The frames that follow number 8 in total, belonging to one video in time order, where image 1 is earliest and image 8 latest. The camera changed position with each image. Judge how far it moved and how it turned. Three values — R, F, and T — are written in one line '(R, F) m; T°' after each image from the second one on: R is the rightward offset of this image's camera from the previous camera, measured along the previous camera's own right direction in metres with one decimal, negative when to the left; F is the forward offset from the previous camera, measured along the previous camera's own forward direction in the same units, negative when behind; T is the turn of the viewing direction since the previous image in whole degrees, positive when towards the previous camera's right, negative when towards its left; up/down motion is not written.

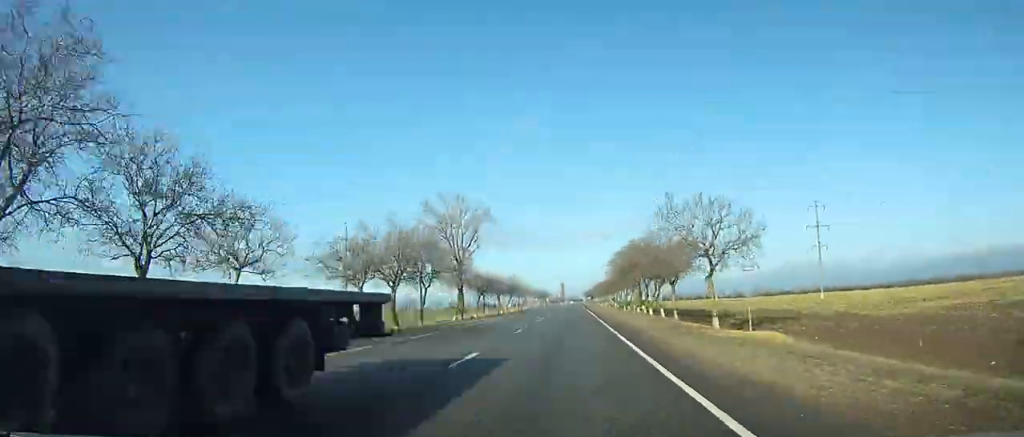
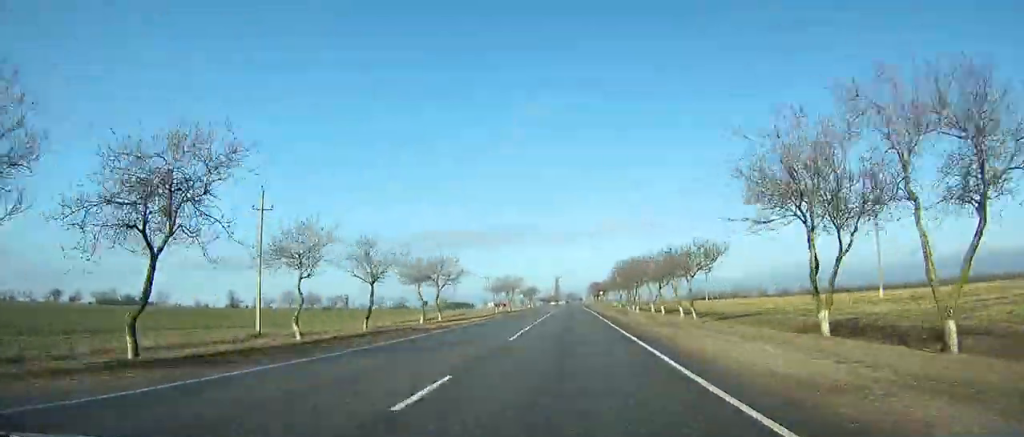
(-1.2, +120.8) m; -3°
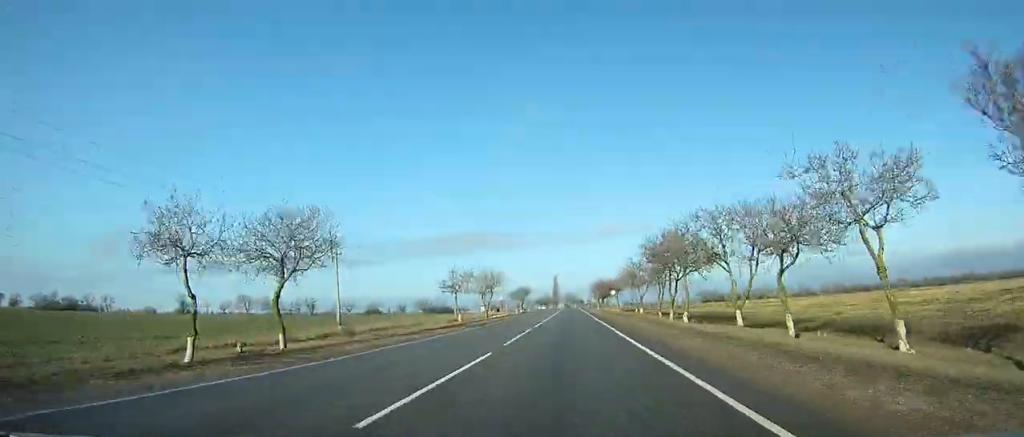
(+0.4, +41.5) m; -3°
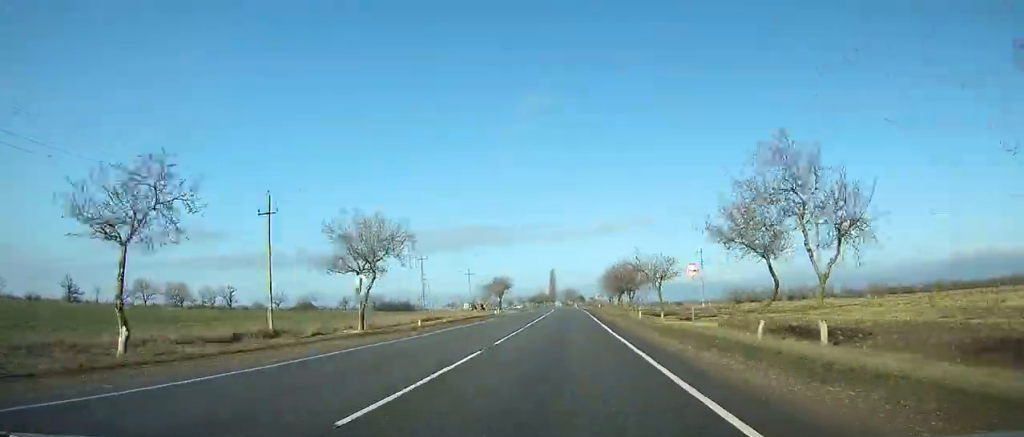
(-3.8, +68.3) m; +3°
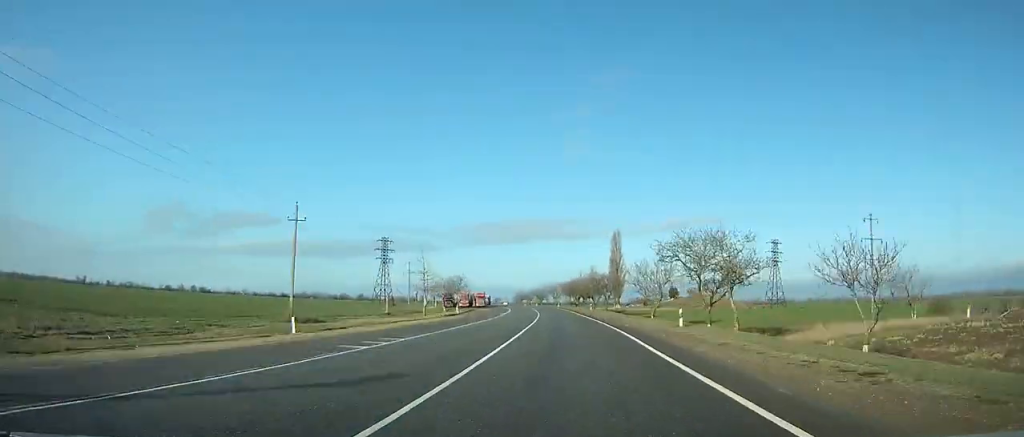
(+12.1, +140.3) m; -2°
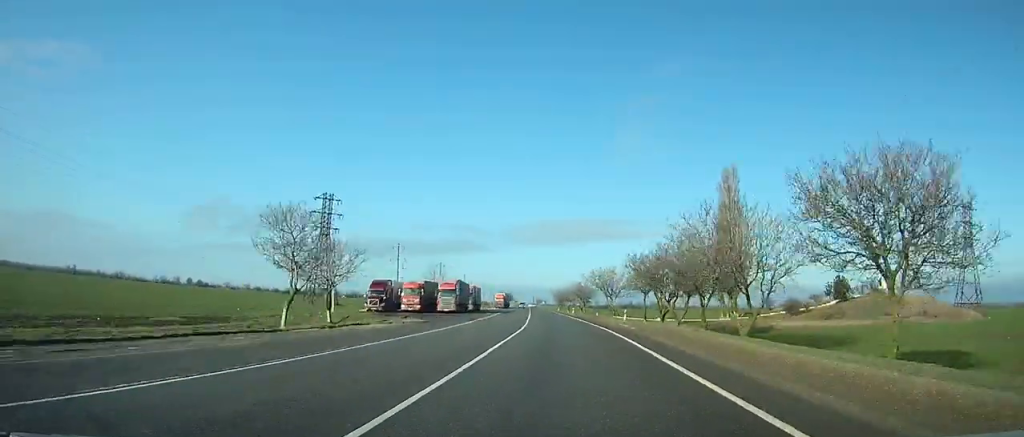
(-7.2, +80.4) m; -7°
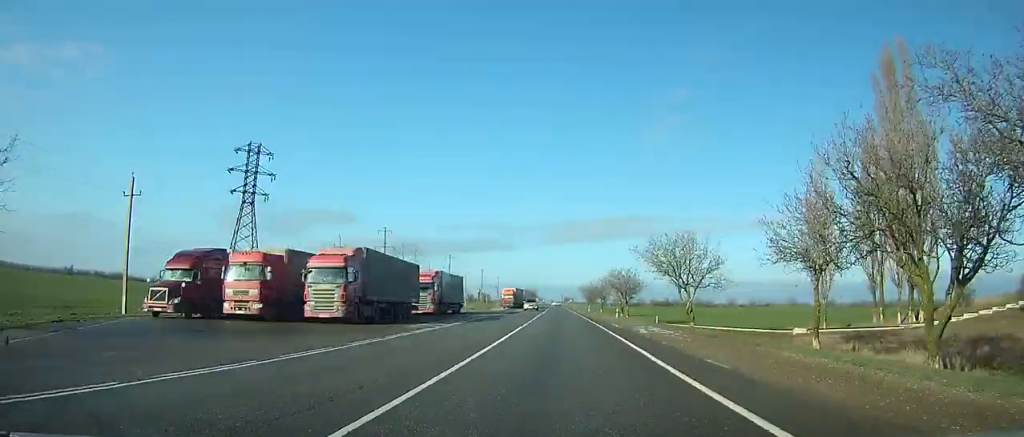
(-0.8, +39.6) m; -1°
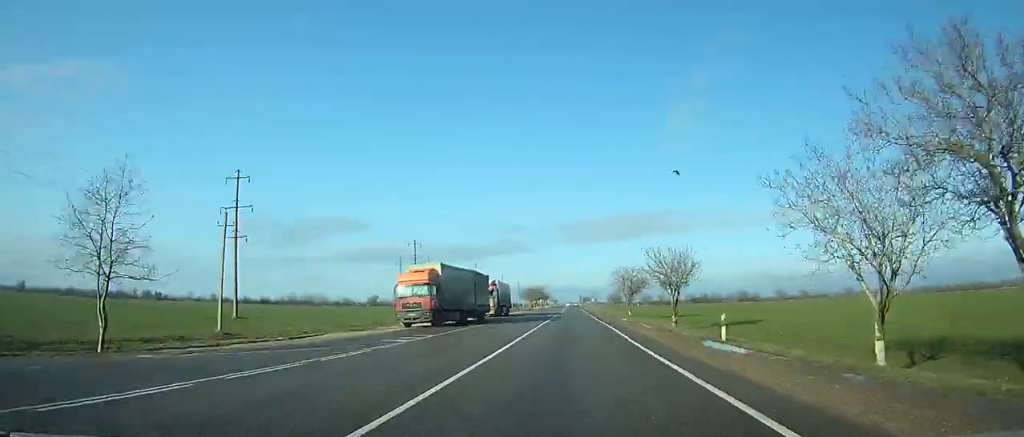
(-1.5, +75.4) m; -1°
